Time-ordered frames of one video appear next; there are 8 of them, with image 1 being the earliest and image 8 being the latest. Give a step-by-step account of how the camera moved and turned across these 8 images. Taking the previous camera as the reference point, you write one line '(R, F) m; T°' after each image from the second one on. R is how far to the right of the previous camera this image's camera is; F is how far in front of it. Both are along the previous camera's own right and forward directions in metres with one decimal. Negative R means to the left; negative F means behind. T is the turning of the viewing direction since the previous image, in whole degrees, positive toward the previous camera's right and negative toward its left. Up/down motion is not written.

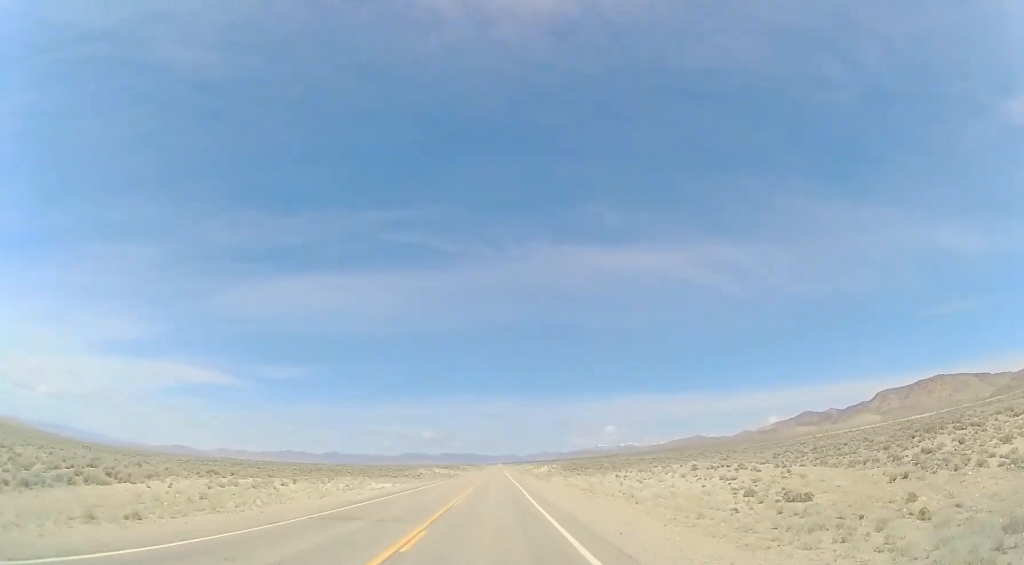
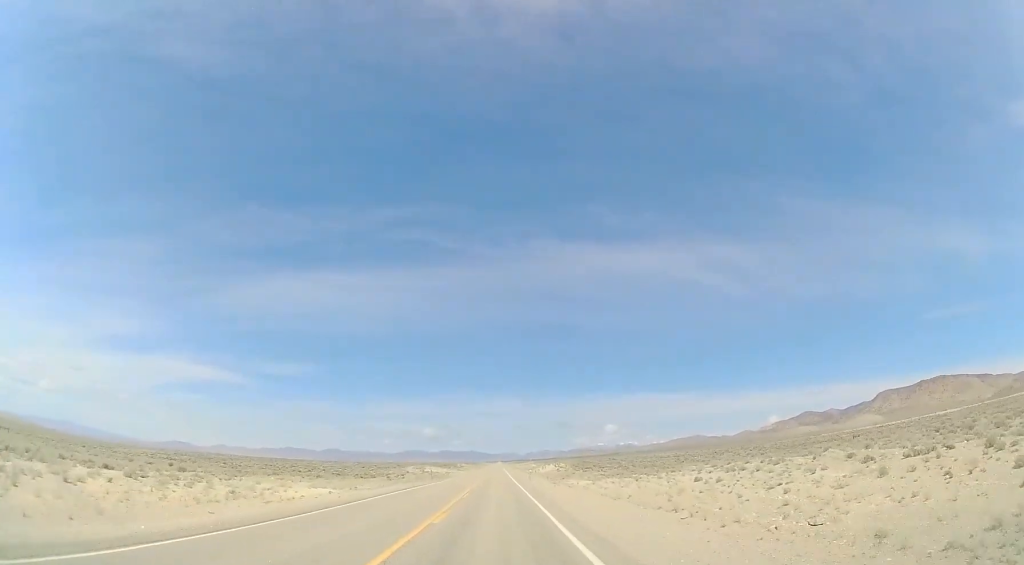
(0.0, +19.8) m; 0°
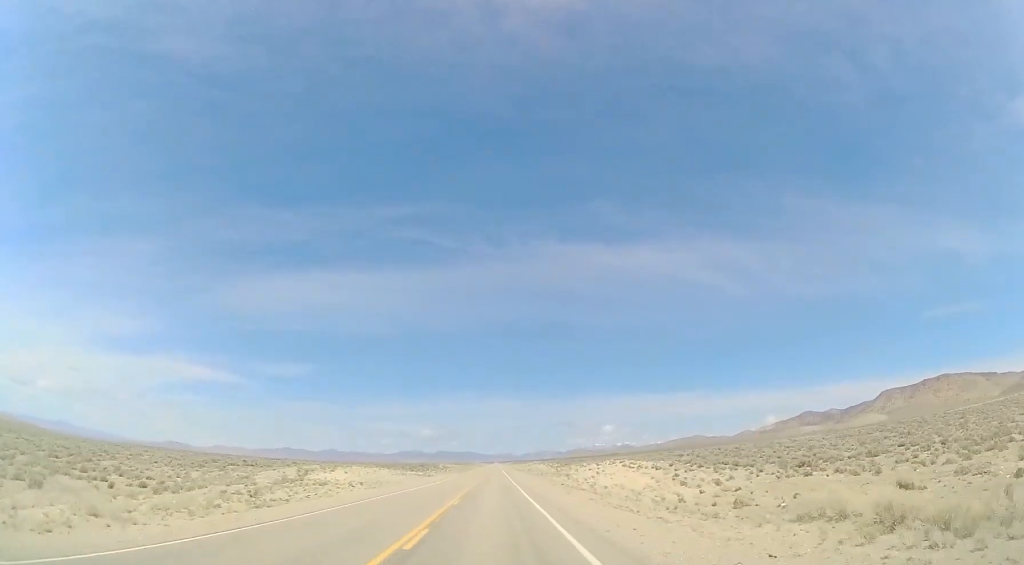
(-1.0, +78.5) m; 0°
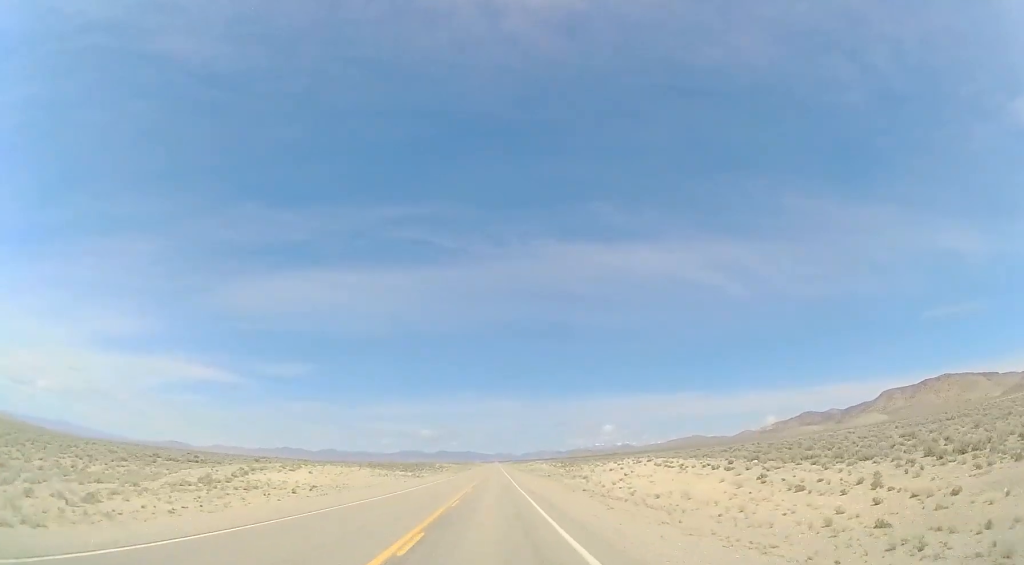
(-0.1, +13.0) m; +1°
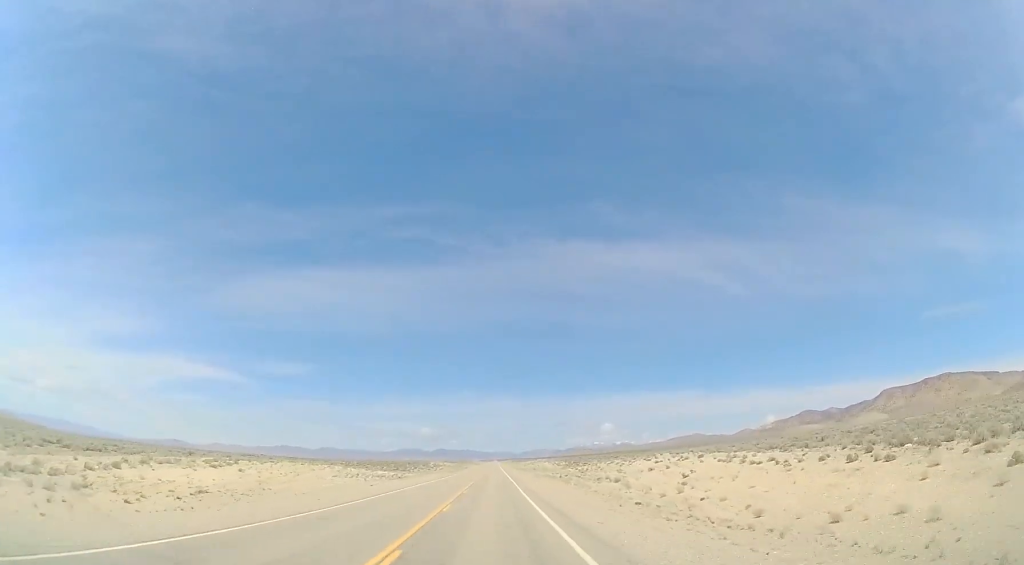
(+0.2, +15.0) m; 0°
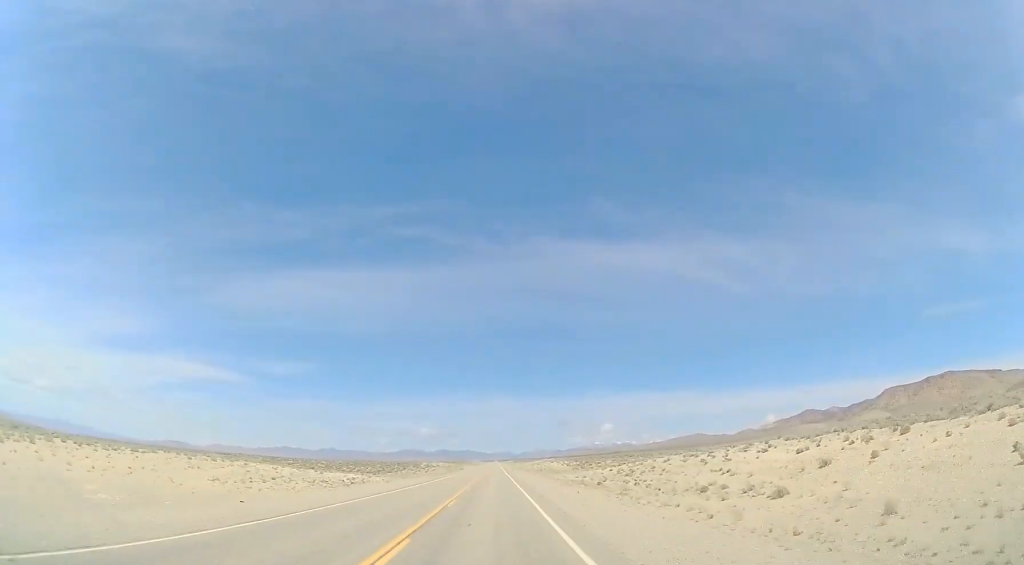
(+0.2, +23.0) m; 0°
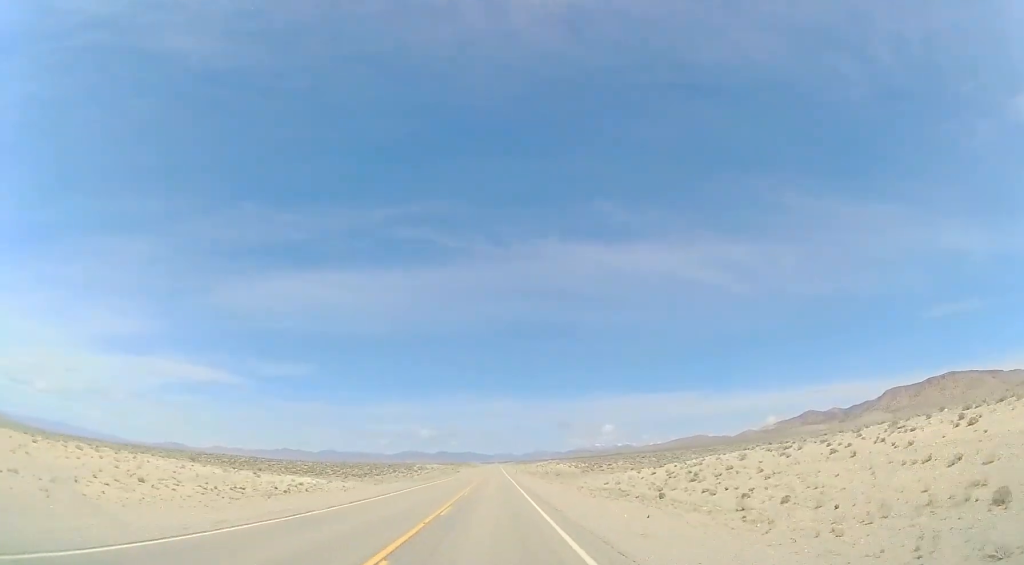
(-0.2, +15.0) m; 0°
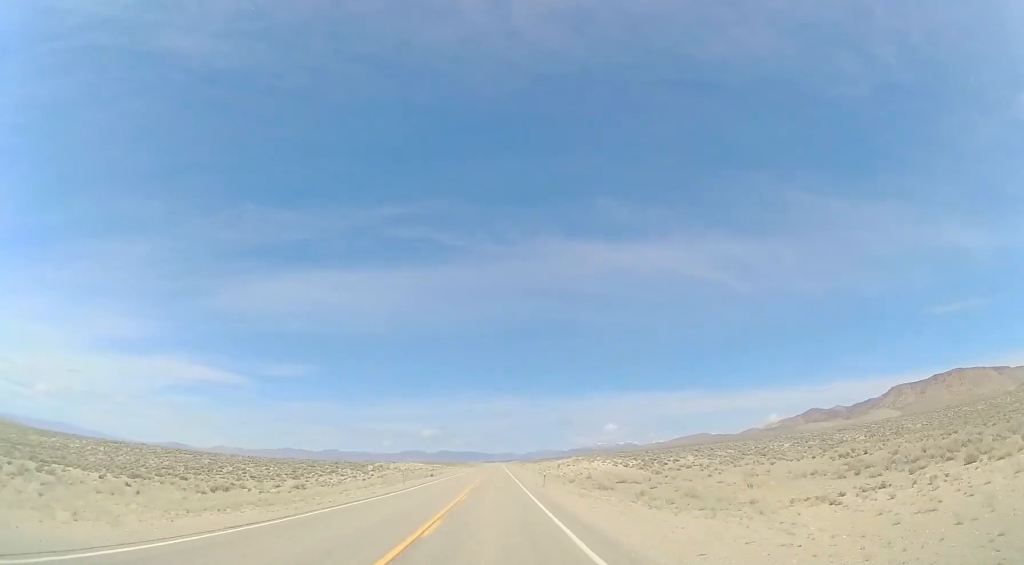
(+0.1, +54.3) m; 0°
